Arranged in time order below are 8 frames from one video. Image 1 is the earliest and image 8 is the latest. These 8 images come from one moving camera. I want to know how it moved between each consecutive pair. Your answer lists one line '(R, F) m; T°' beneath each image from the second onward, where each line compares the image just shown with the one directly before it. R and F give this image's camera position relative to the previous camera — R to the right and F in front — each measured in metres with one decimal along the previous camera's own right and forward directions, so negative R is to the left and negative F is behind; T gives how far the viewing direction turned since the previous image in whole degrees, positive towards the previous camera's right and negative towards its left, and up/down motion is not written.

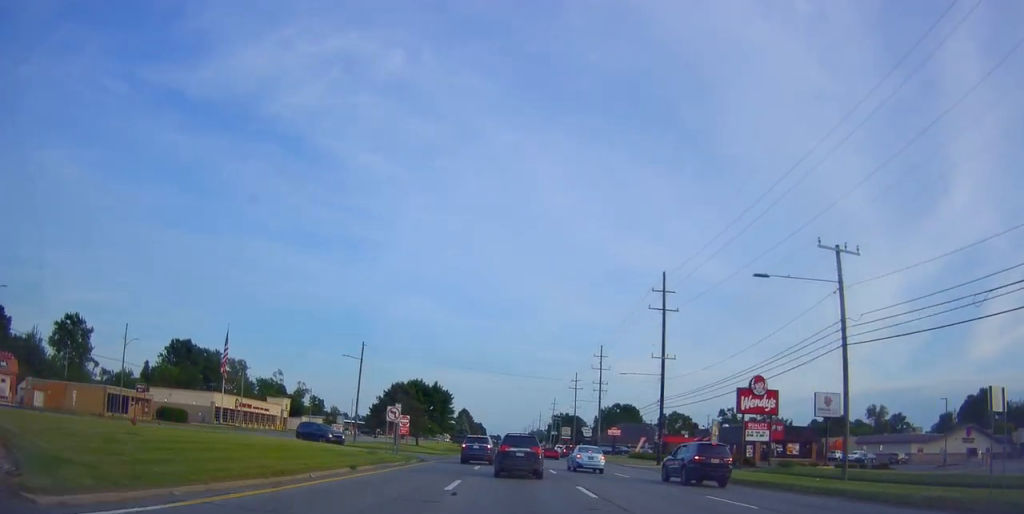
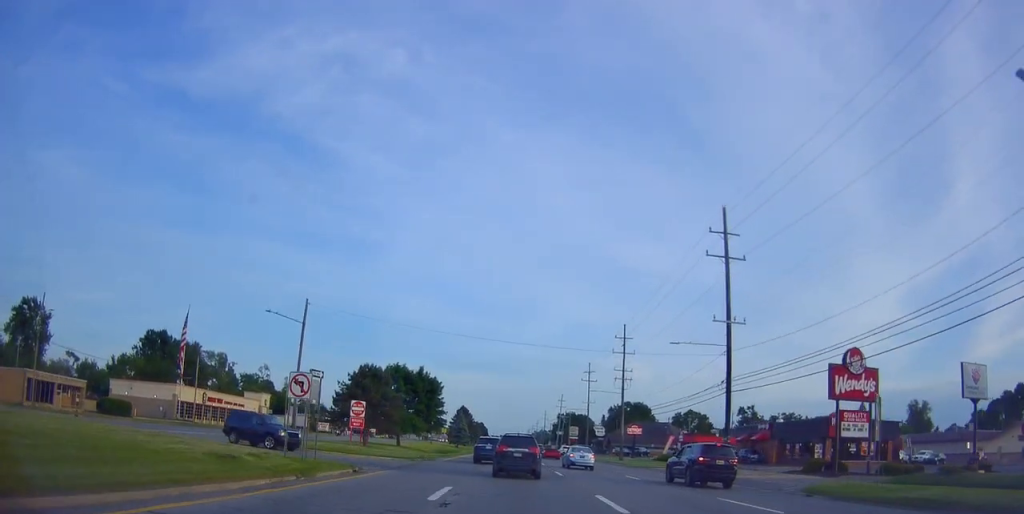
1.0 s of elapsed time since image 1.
(0.0, +18.4) m; +1°
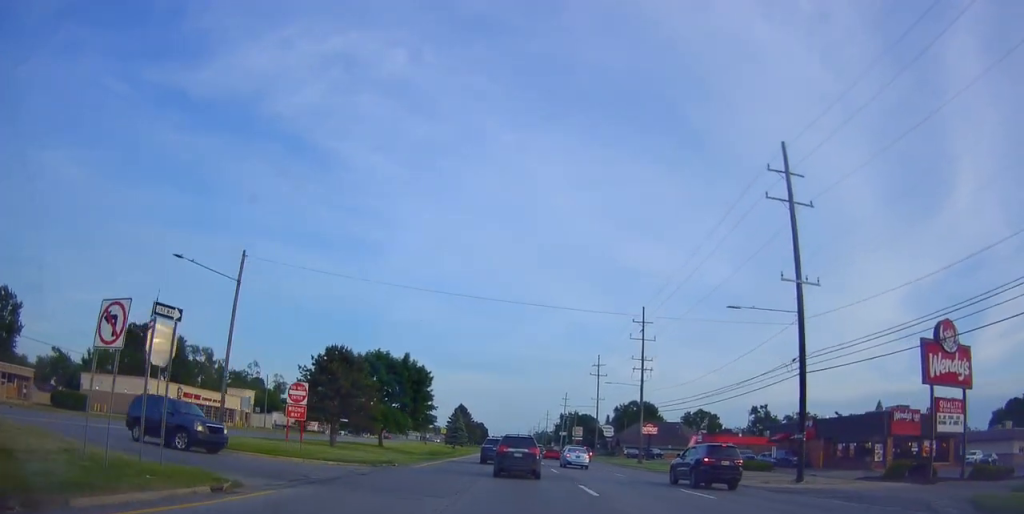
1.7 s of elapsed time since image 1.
(+0.2, +11.5) m; 0°
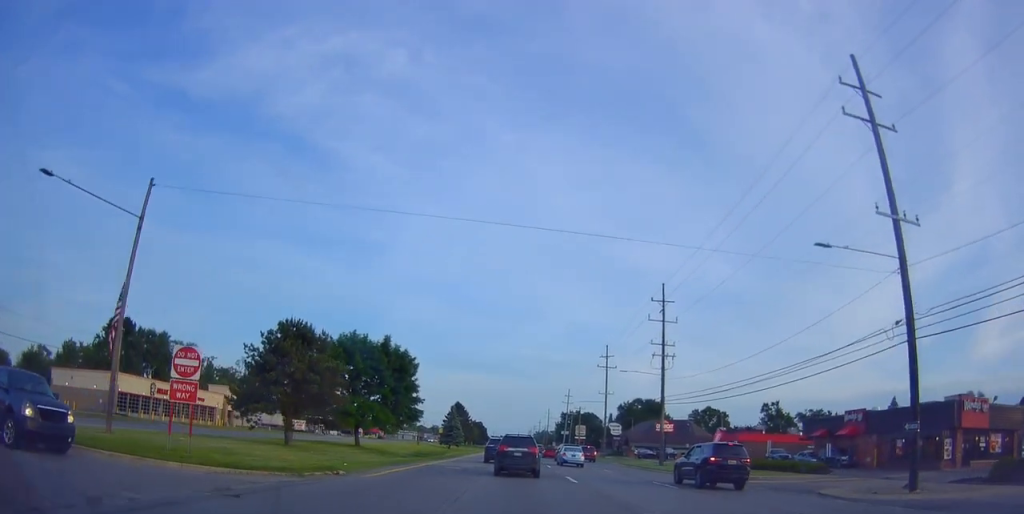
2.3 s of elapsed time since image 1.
(-0.1, +10.0) m; 0°
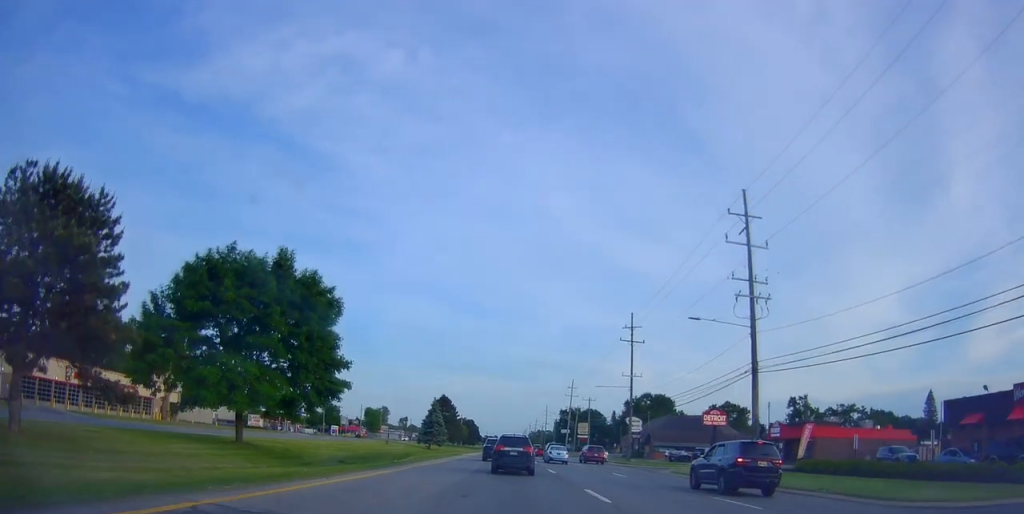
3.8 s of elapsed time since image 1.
(+0.1, +23.7) m; 0°
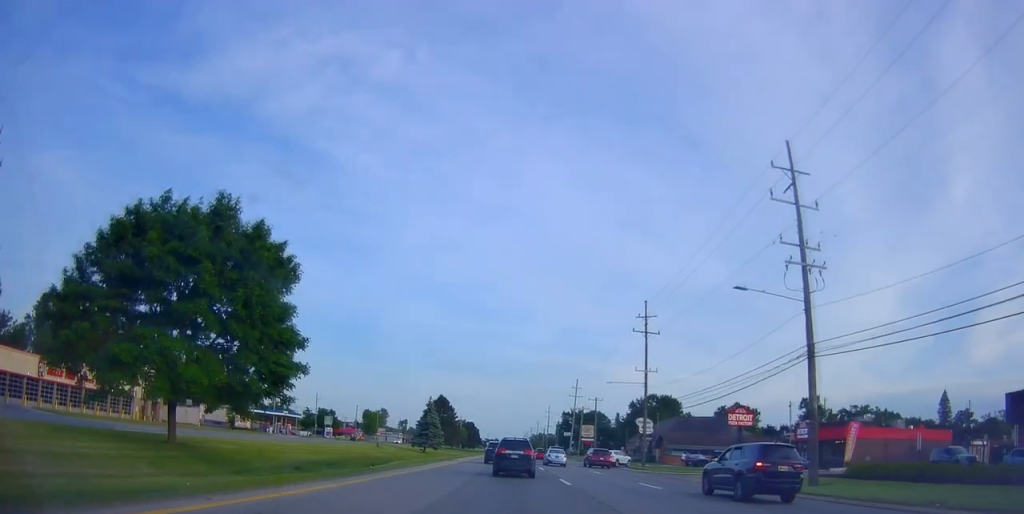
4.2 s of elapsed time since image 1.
(-0.1, +7.0) m; +1°
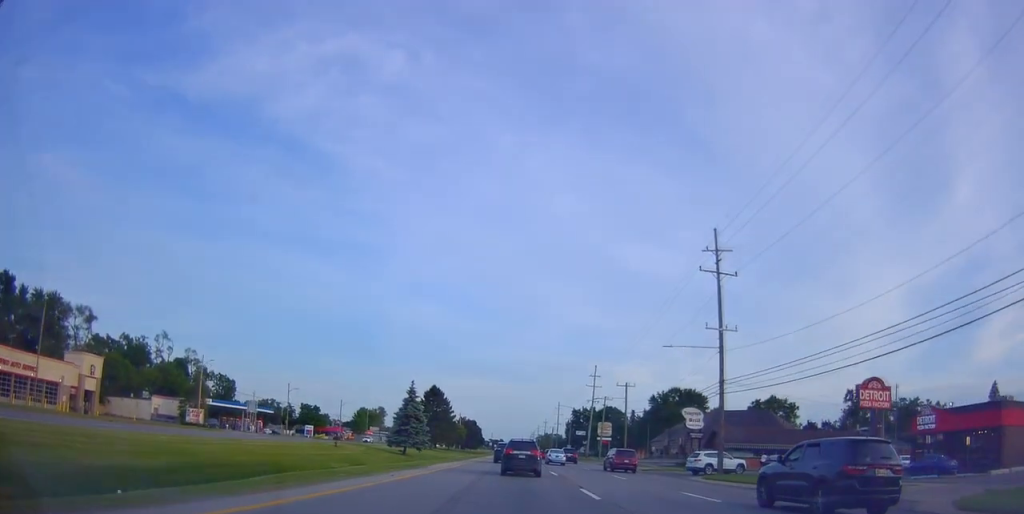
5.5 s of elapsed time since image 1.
(+0.4, +21.8) m; +1°
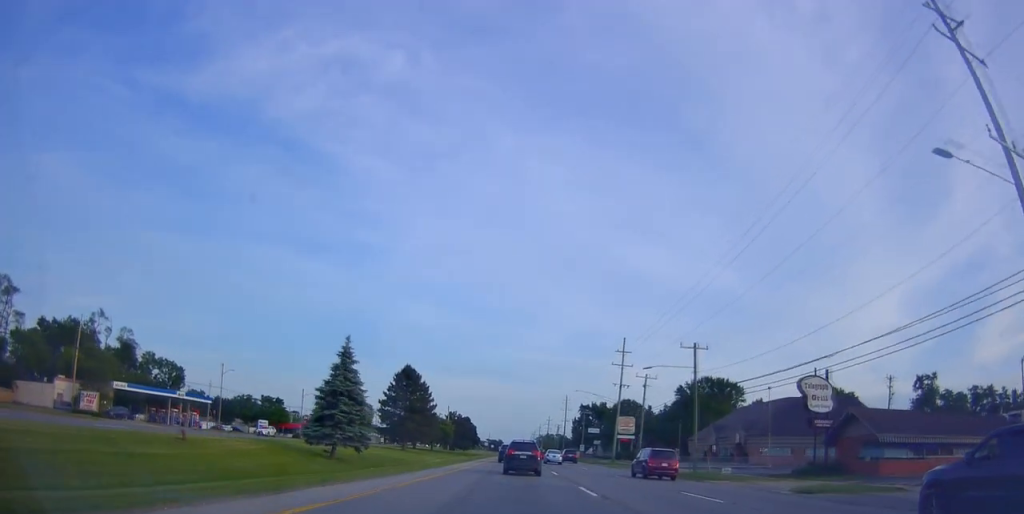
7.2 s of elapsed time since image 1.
(-0.5, +29.0) m; -1°
